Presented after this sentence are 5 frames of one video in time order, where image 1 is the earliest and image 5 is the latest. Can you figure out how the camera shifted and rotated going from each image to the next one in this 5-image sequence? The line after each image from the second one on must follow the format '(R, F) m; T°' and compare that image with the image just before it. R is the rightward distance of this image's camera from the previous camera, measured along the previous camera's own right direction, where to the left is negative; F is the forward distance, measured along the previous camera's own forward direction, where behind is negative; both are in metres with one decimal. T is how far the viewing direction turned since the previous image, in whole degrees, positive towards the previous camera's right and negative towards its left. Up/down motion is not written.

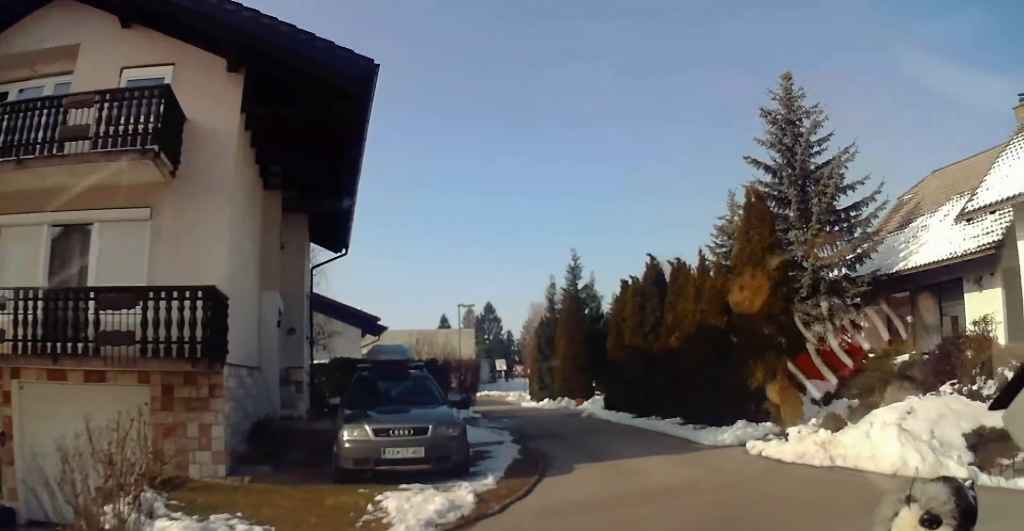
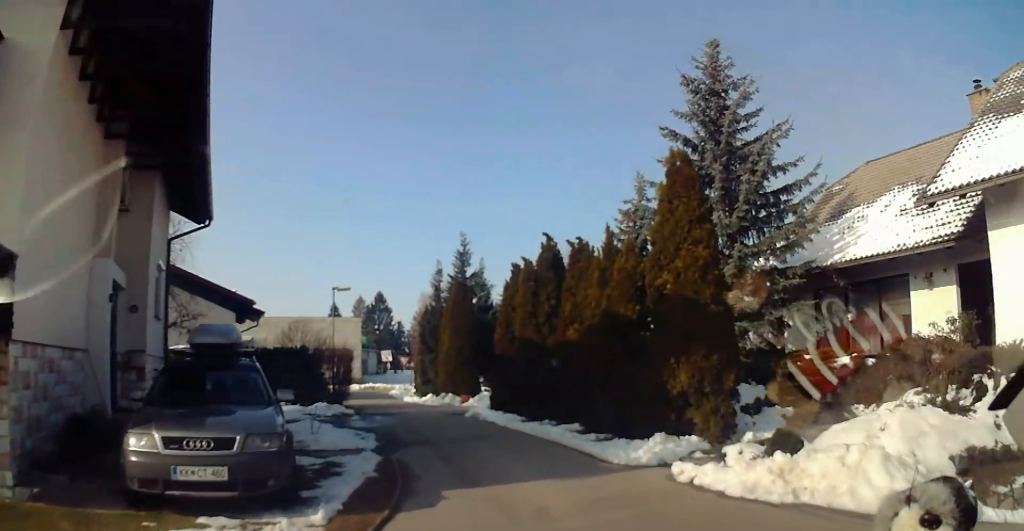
(+0.1, +2.4) m; +14°
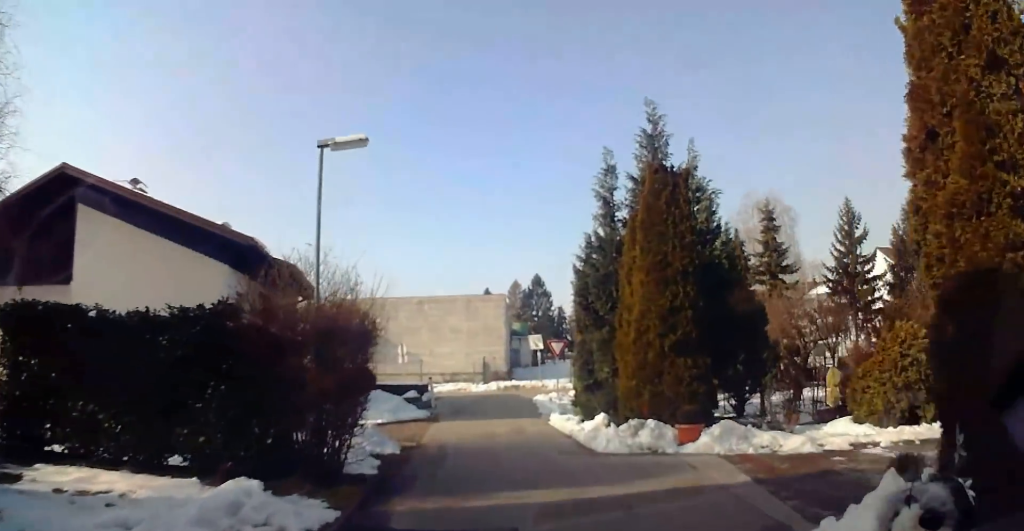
(+0.4, +15.5) m; -15°
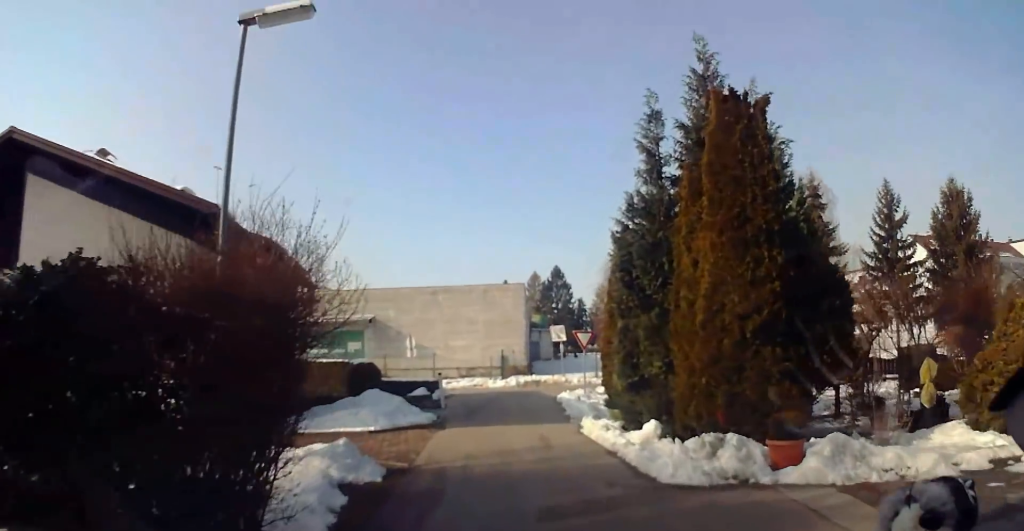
(+0.3, +3.2) m; 0°
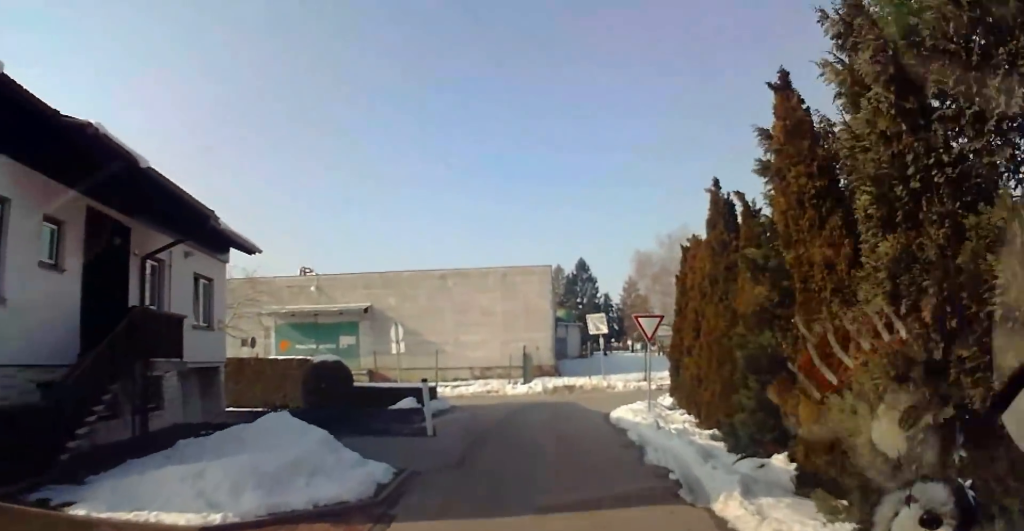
(-0.2, +8.9) m; 0°
